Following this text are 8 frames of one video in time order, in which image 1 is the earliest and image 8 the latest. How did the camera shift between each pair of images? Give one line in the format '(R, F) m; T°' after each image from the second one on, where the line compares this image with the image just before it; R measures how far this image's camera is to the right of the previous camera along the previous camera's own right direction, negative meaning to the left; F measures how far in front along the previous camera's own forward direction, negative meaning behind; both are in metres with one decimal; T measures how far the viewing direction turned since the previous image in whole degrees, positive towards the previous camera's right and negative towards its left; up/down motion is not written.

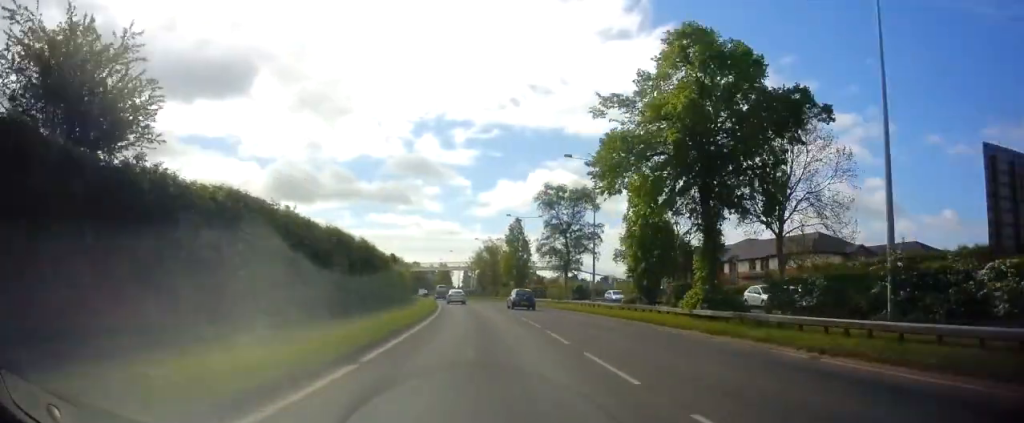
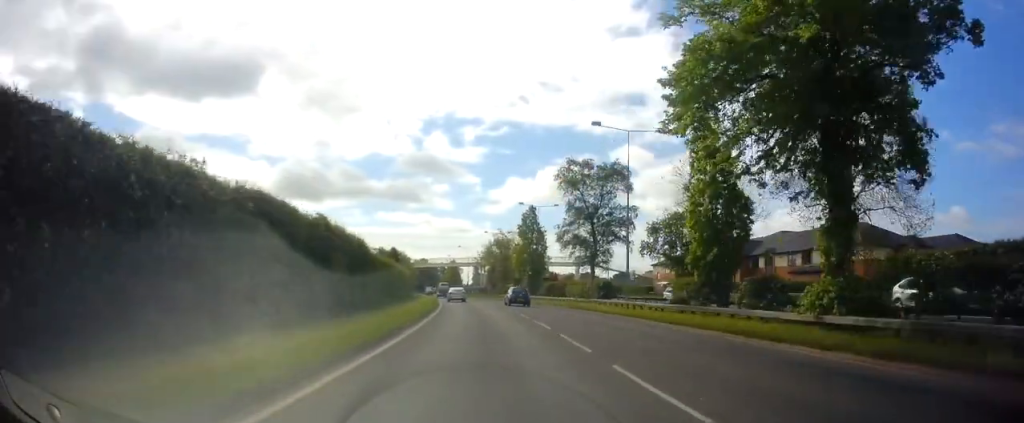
(-0.3, +8.3) m; -1°
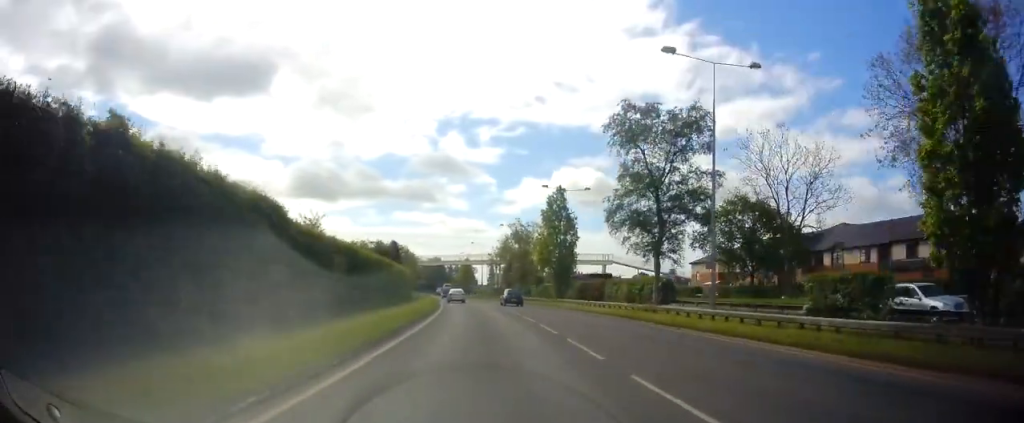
(-0.2, +13.0) m; -1°
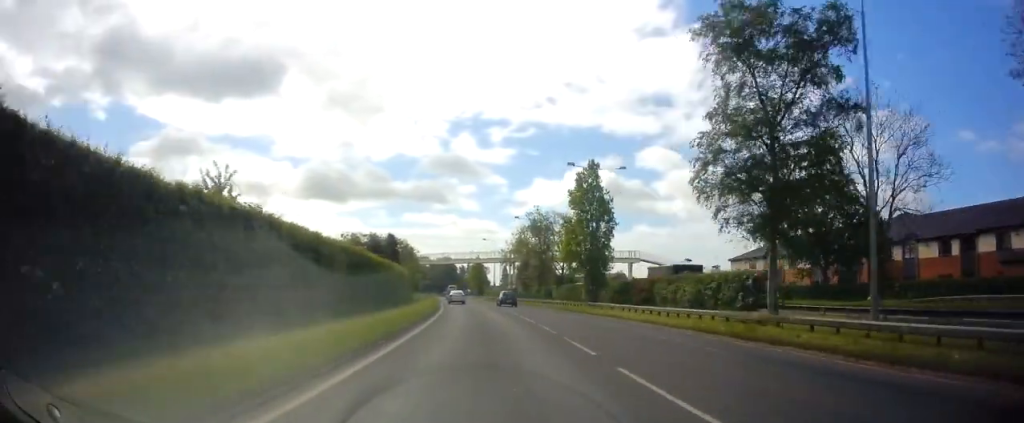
(0.0, +11.4) m; -1°
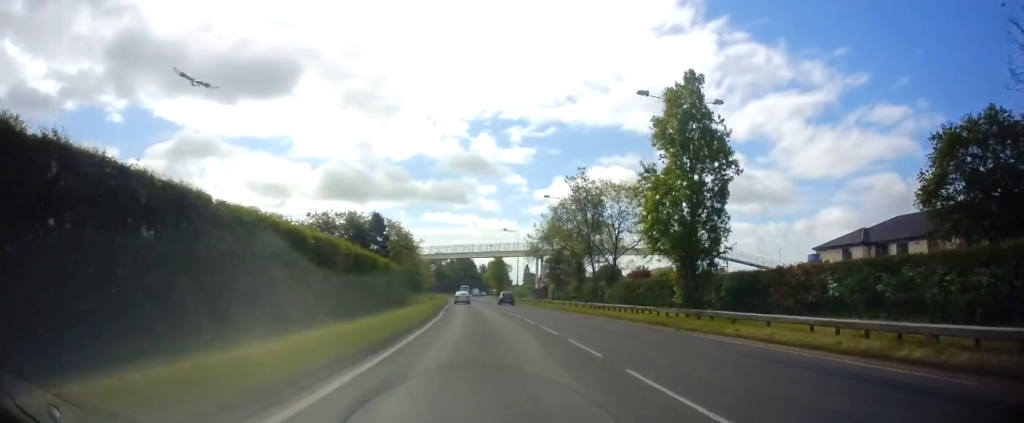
(-0.4, +18.2) m; -2°
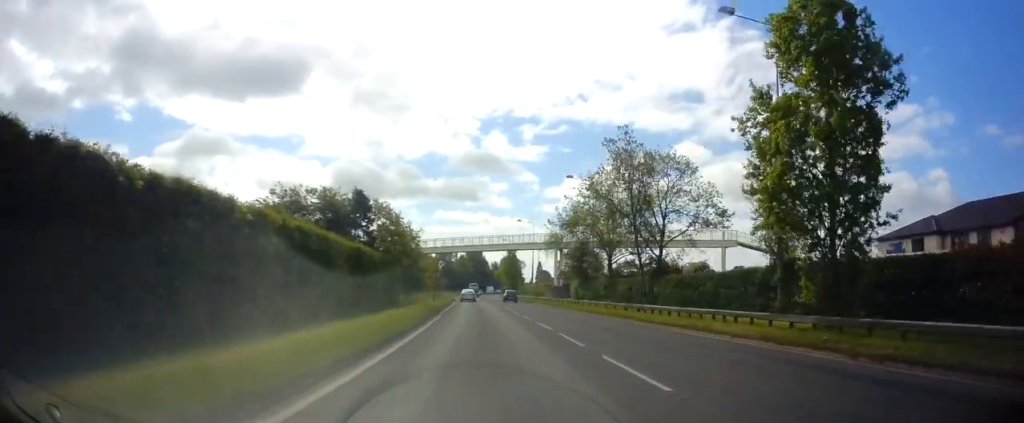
(-0.2, +10.1) m; -1°
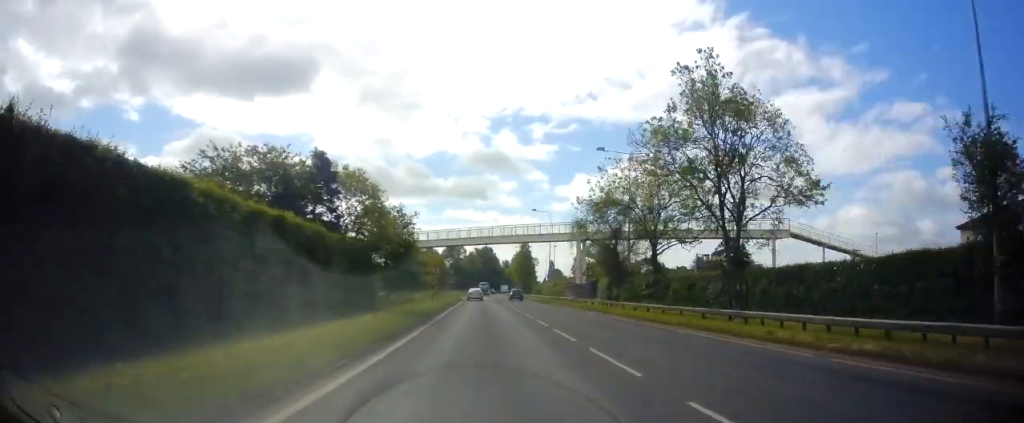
(0.0, +10.8) m; 0°
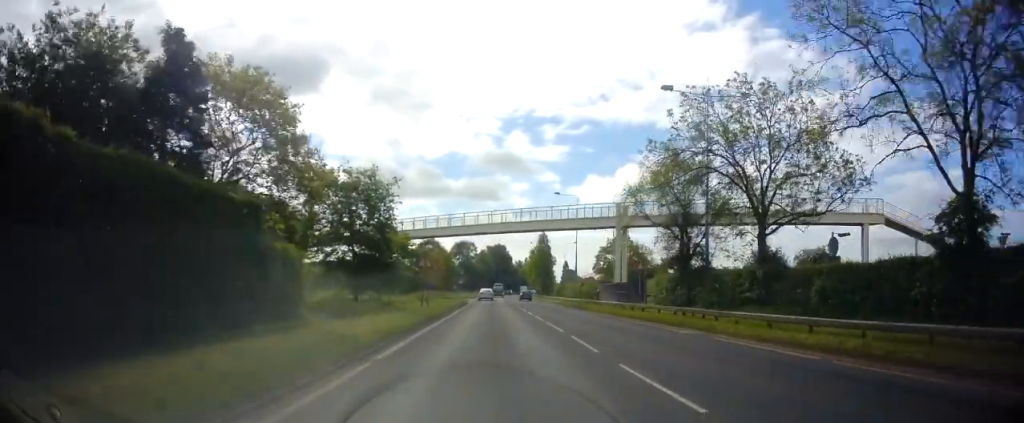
(+0.1, +14.6) m; -1°
